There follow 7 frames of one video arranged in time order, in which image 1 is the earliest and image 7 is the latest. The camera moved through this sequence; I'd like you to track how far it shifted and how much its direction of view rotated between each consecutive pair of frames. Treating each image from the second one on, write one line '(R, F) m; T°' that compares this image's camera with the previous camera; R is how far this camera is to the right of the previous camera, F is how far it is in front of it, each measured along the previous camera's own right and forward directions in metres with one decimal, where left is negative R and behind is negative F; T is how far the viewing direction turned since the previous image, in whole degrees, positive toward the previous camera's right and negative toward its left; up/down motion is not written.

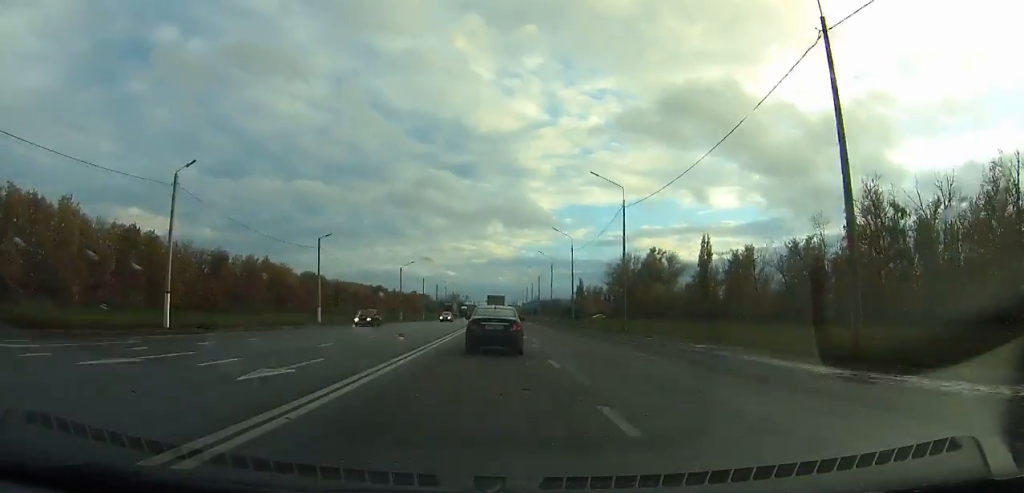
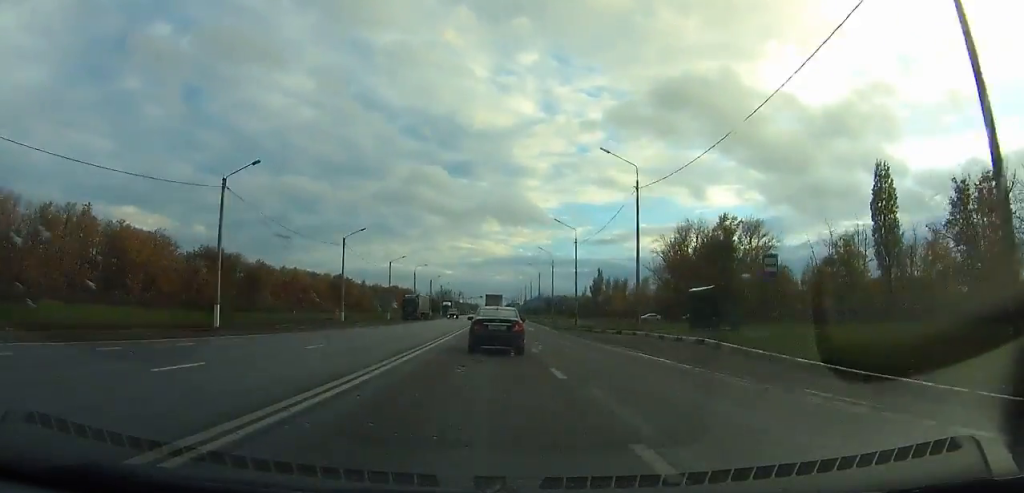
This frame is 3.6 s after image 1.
(0.0, +64.2) m; 0°
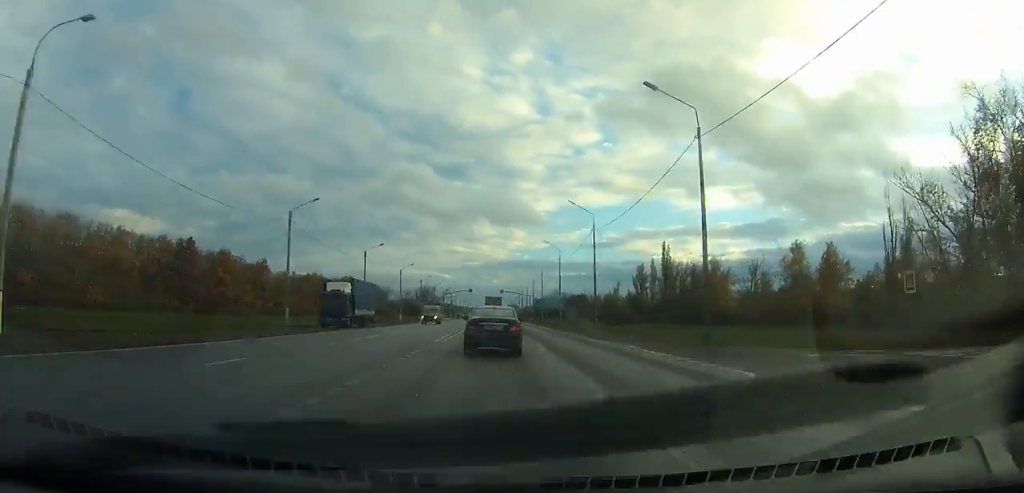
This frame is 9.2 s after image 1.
(-0.3, +104.9) m; 0°
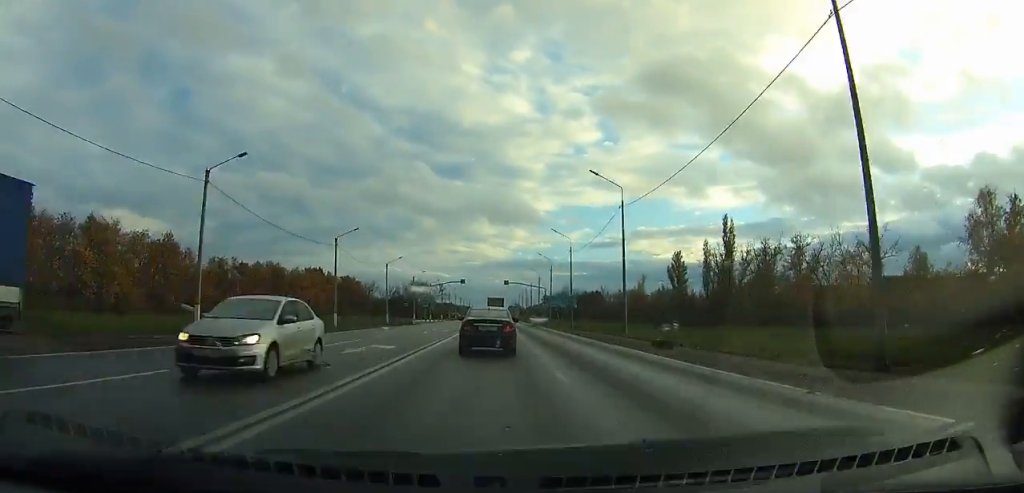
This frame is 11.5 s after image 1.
(+0.3, +44.1) m; 0°
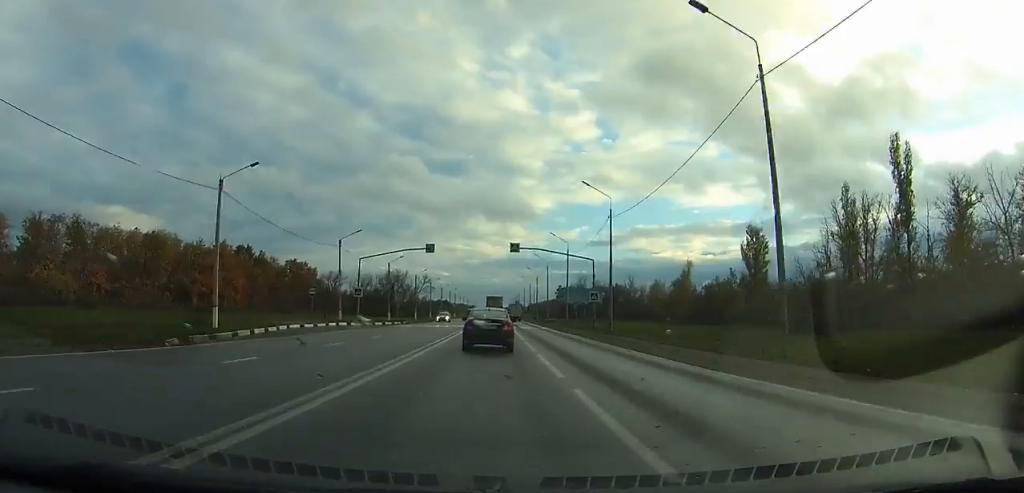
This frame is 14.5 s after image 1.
(0.0, +56.5) m; 0°
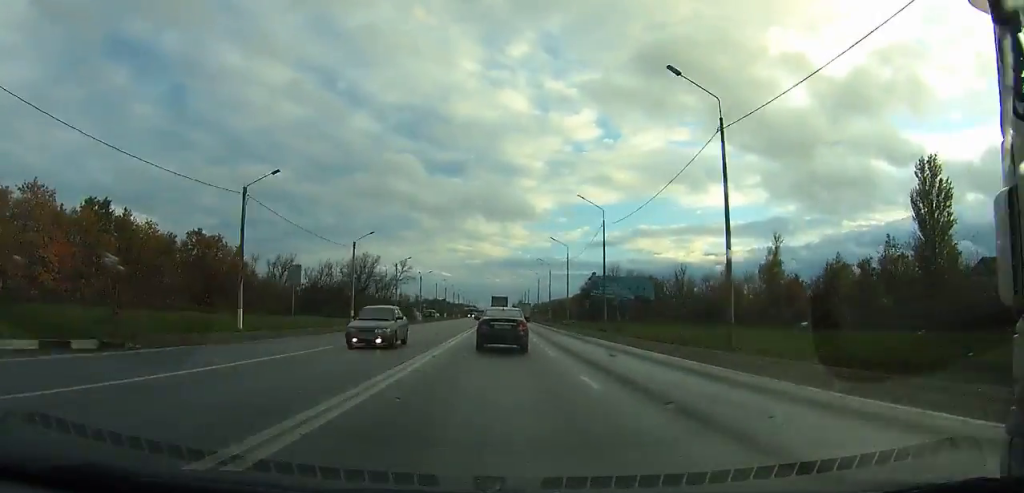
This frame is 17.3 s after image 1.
(+0.1, +53.7) m; 0°
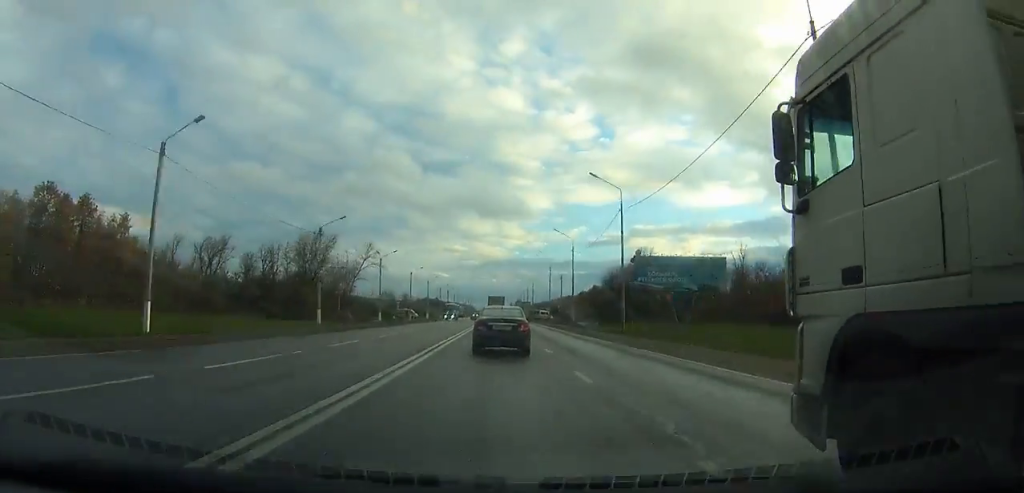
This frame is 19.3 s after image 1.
(+0.1, +40.0) m; 0°
